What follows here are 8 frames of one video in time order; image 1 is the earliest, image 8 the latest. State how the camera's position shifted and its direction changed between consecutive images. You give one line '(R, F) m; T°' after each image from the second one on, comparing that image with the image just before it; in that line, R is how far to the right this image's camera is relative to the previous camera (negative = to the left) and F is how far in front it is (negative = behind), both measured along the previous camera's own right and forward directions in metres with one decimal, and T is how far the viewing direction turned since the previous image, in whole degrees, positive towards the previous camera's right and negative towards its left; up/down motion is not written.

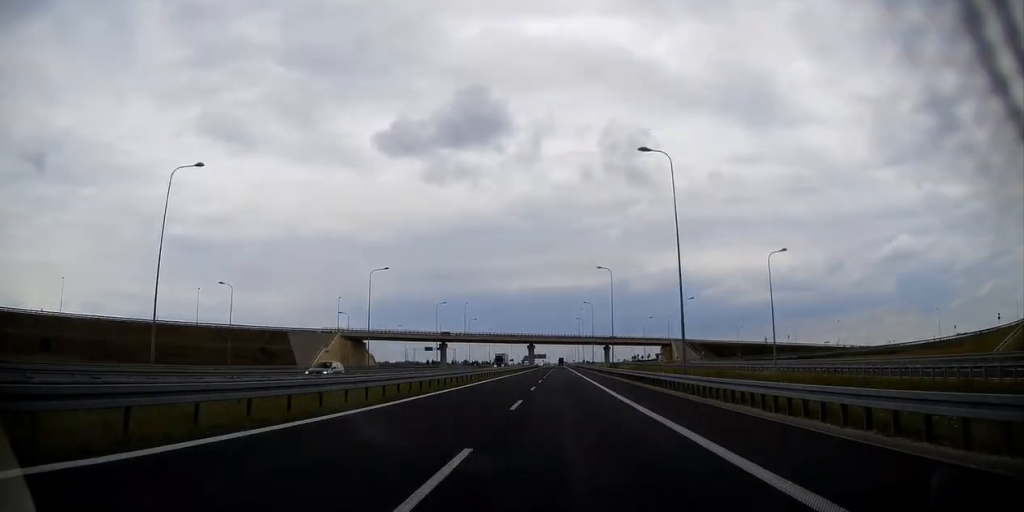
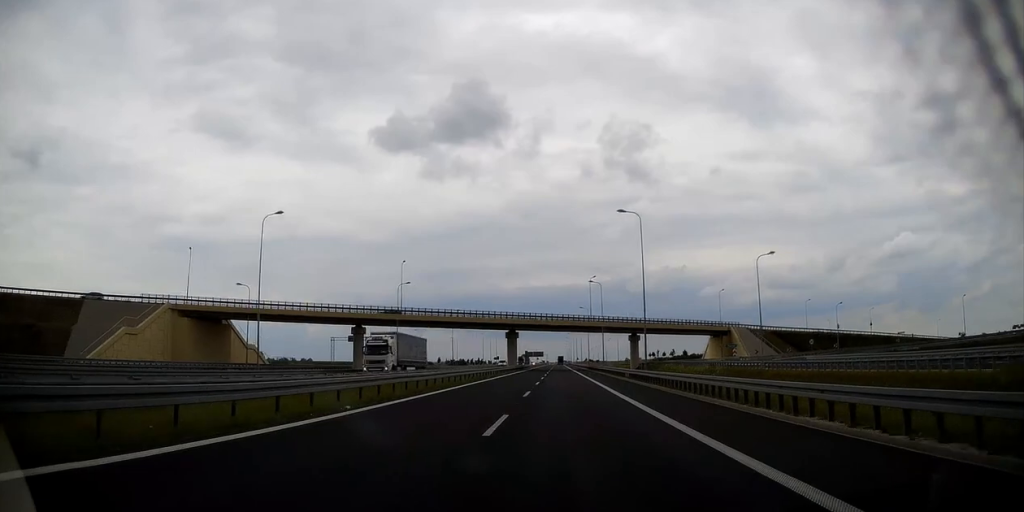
(+0.1, +66.7) m; 0°
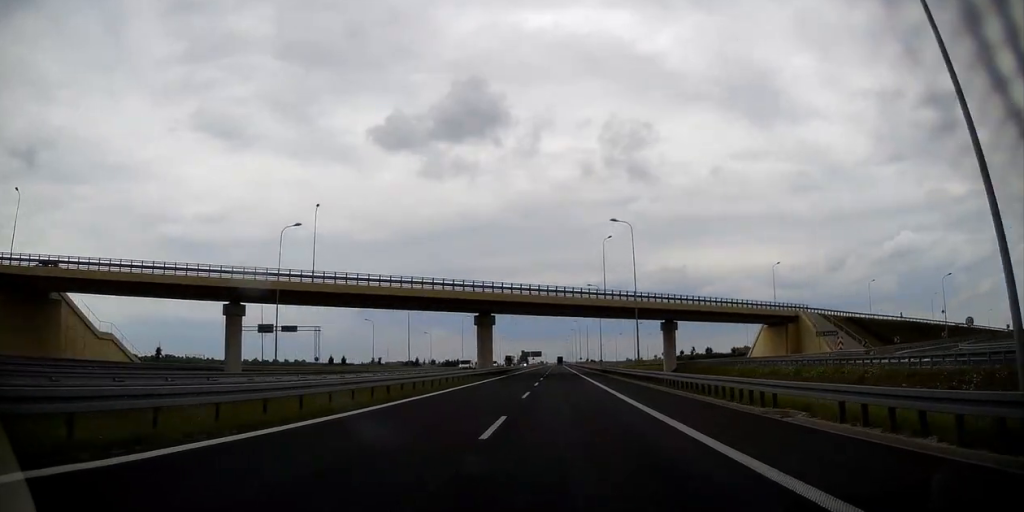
(0.0, +36.6) m; 0°
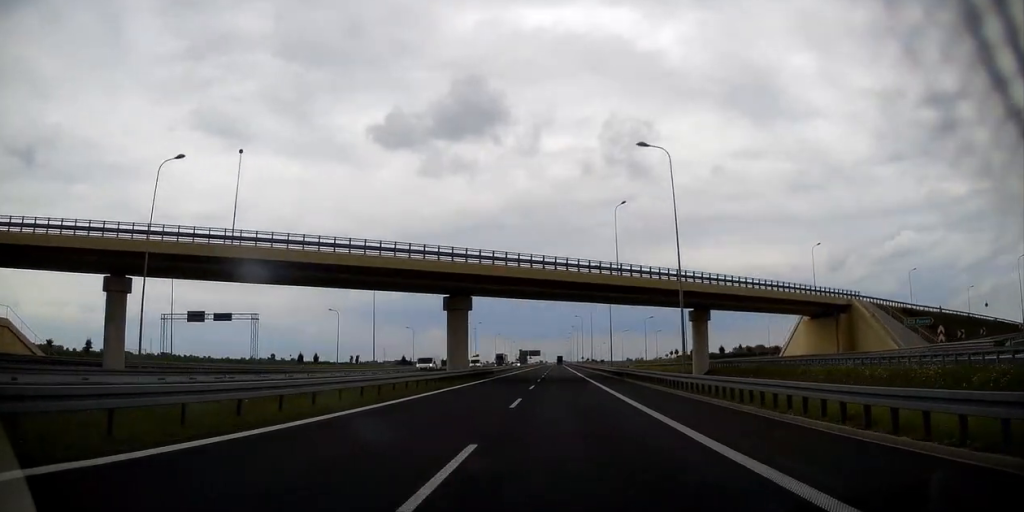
(-0.2, +17.2) m; 0°
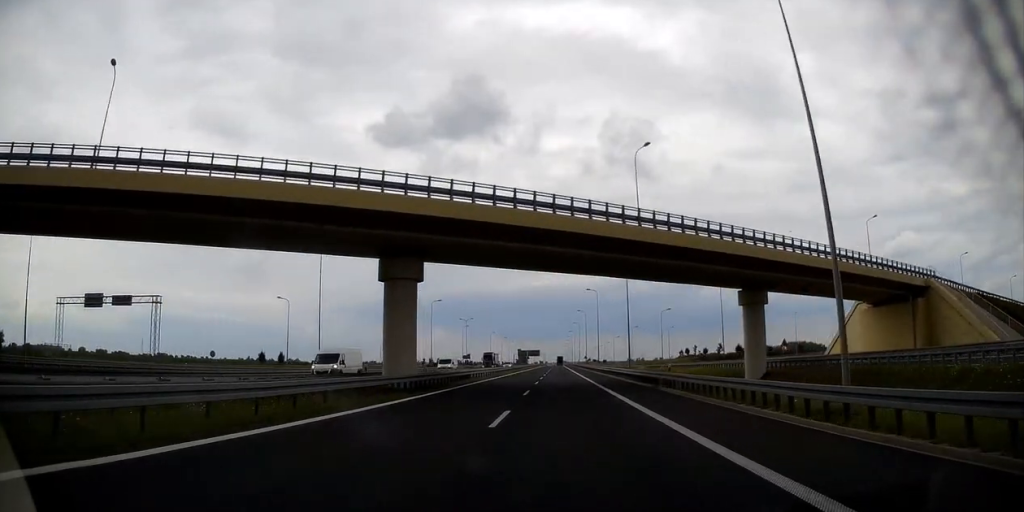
(+0.1, +17.2) m; 0°
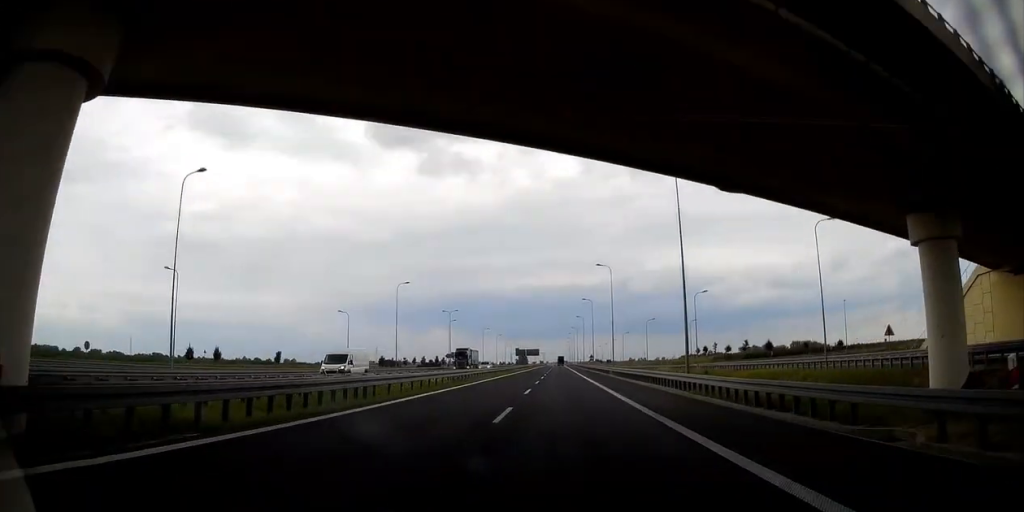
(+0.2, +23.4) m; 0°
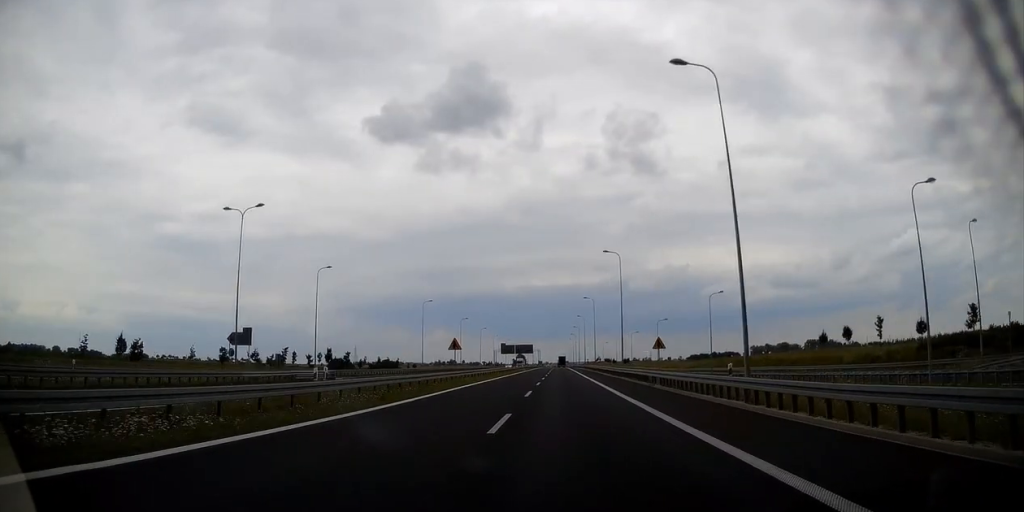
(-0.7, +86.6) m; 0°
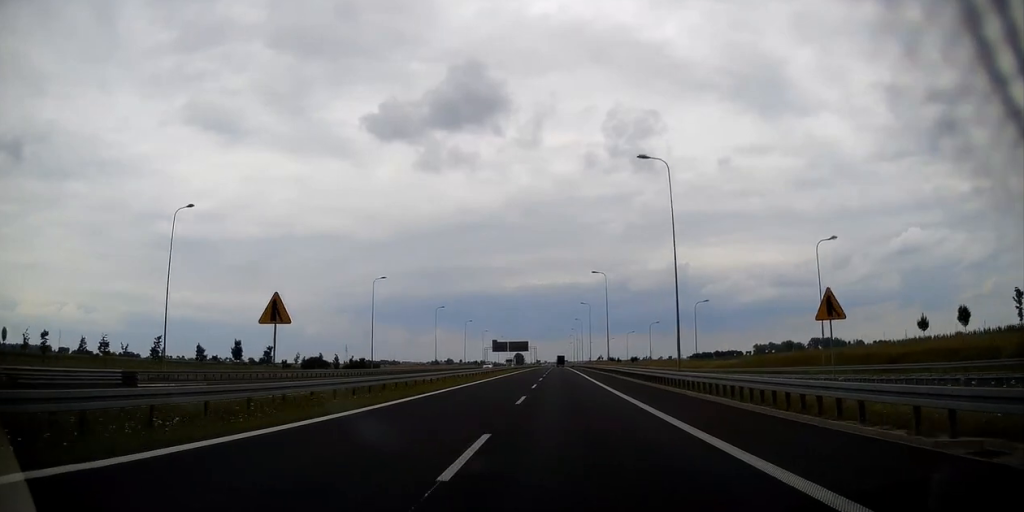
(+0.2, +28.6) m; 0°
